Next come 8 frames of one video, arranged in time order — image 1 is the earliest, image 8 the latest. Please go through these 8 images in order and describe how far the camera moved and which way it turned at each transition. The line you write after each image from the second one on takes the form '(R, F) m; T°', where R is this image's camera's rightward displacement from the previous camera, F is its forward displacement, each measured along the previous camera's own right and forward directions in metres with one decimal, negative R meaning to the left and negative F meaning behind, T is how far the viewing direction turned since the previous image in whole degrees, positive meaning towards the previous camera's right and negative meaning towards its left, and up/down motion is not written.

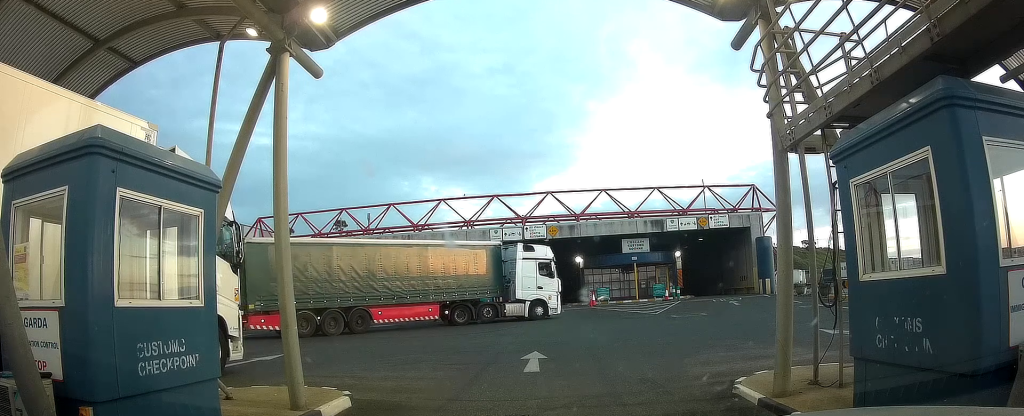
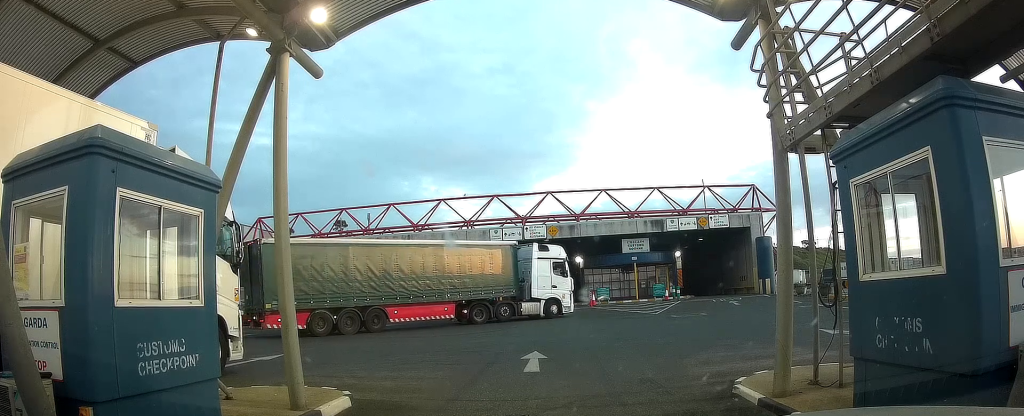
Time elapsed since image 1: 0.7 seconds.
(0.0, 0.0) m; 0°
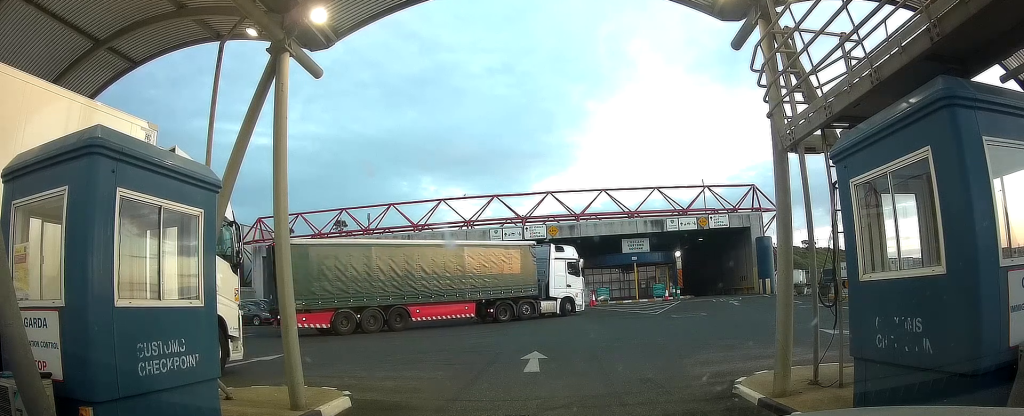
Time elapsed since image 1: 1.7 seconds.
(0.0, 0.0) m; 0°
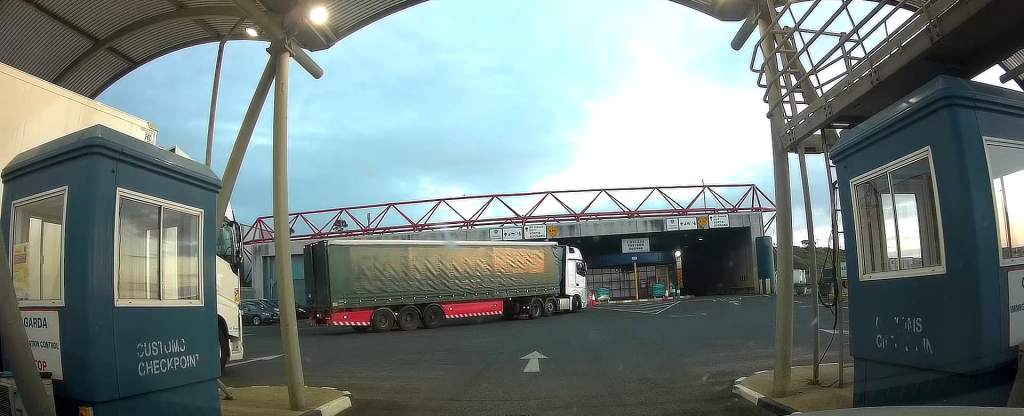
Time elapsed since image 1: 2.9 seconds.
(0.0, 0.0) m; 0°
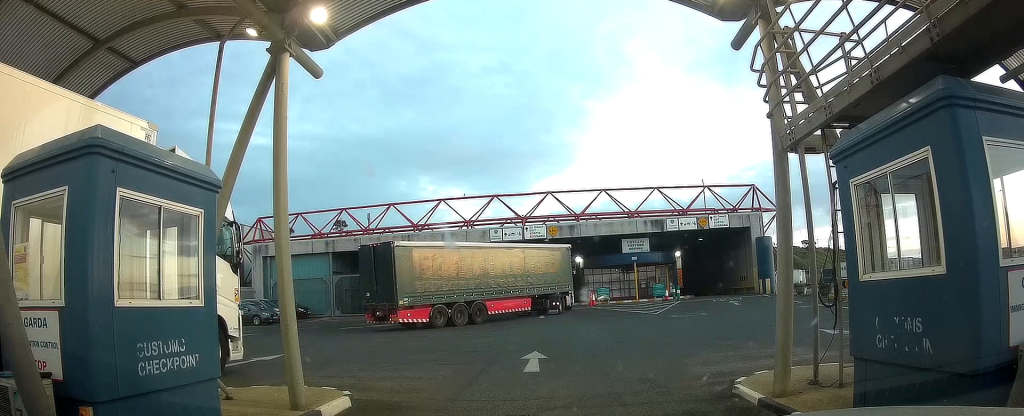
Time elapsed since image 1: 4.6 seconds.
(0.0, 0.0) m; 0°
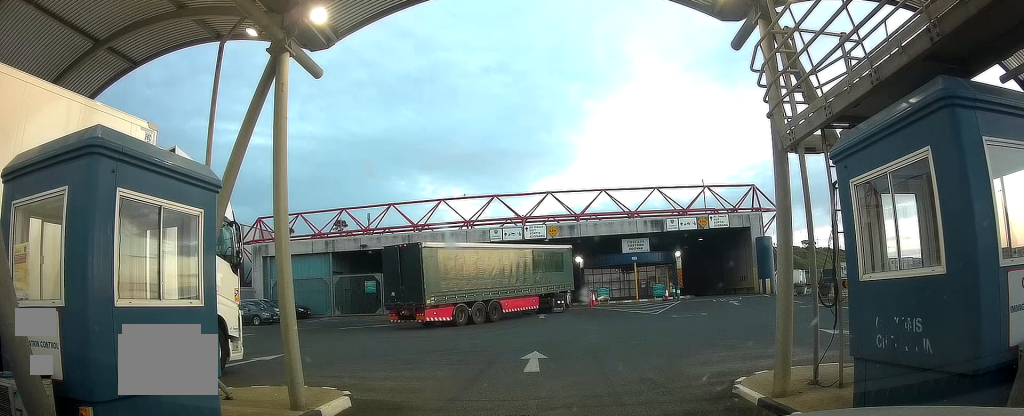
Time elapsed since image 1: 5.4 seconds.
(0.0, 0.0) m; 0°
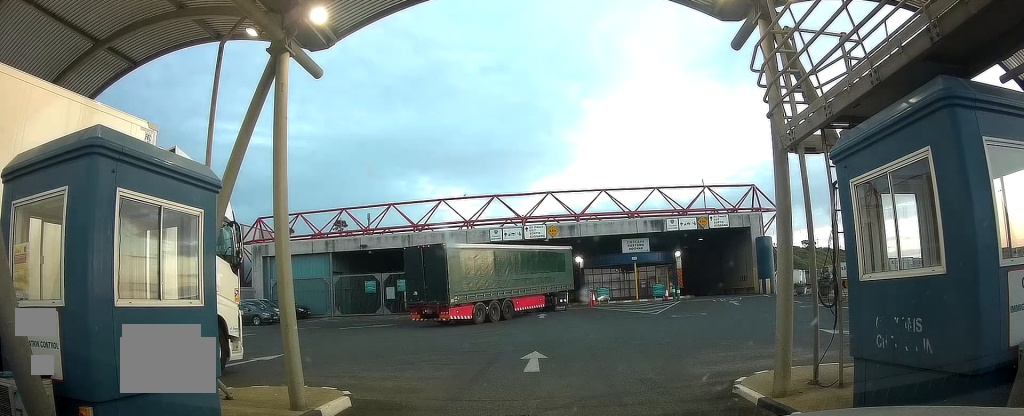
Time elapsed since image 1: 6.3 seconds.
(0.0, 0.0) m; 0°
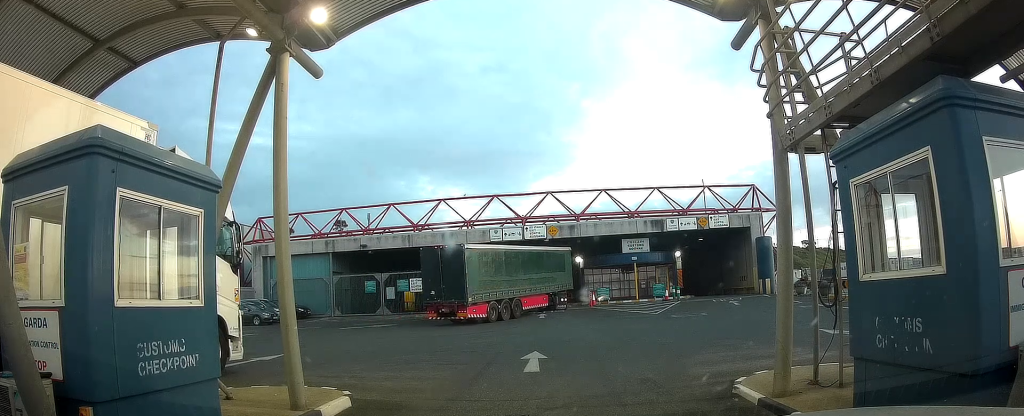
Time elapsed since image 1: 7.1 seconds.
(0.0, 0.0) m; 0°
